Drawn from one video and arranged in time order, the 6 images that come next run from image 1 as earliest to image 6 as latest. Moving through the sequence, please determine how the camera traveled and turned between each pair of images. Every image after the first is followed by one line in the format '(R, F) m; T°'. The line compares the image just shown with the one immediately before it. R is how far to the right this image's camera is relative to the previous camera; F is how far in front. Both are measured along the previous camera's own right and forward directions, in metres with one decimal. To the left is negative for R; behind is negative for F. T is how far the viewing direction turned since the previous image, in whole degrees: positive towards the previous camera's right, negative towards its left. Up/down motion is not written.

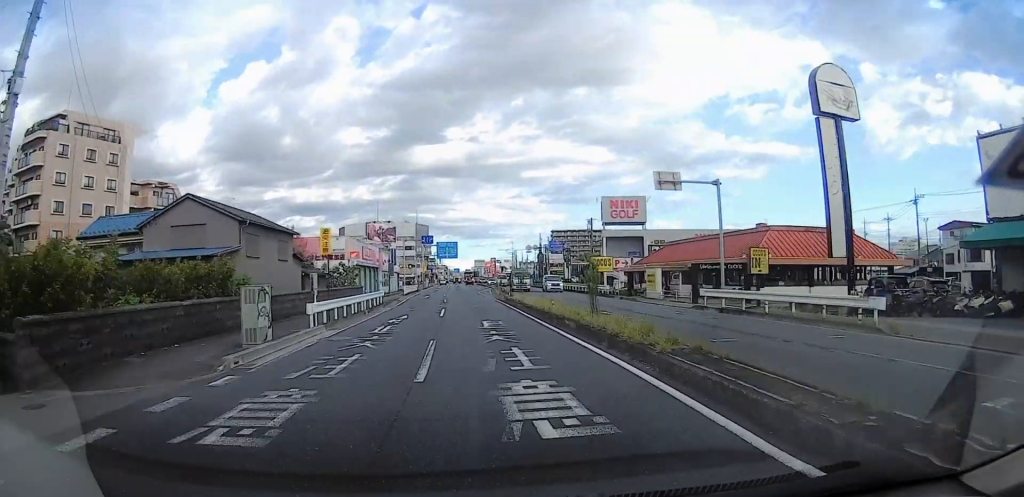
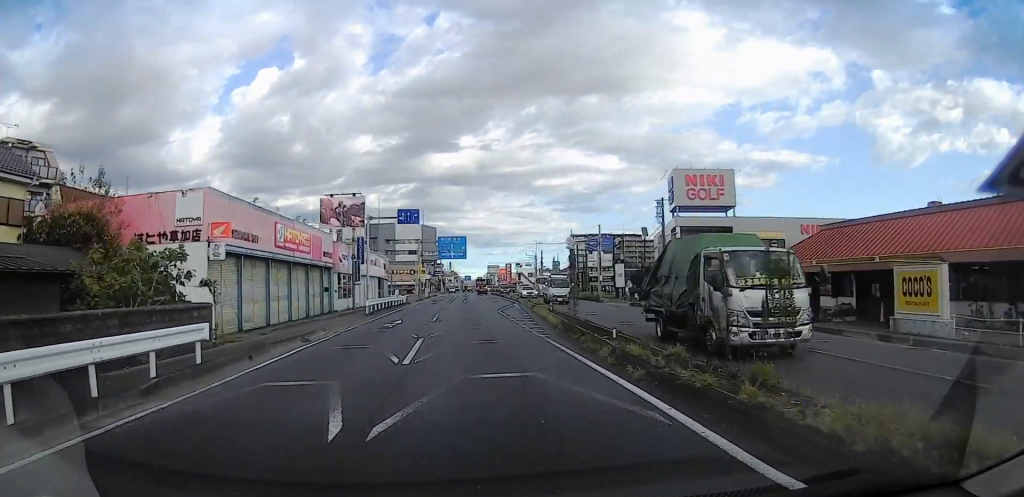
(0.0, +28.5) m; 0°
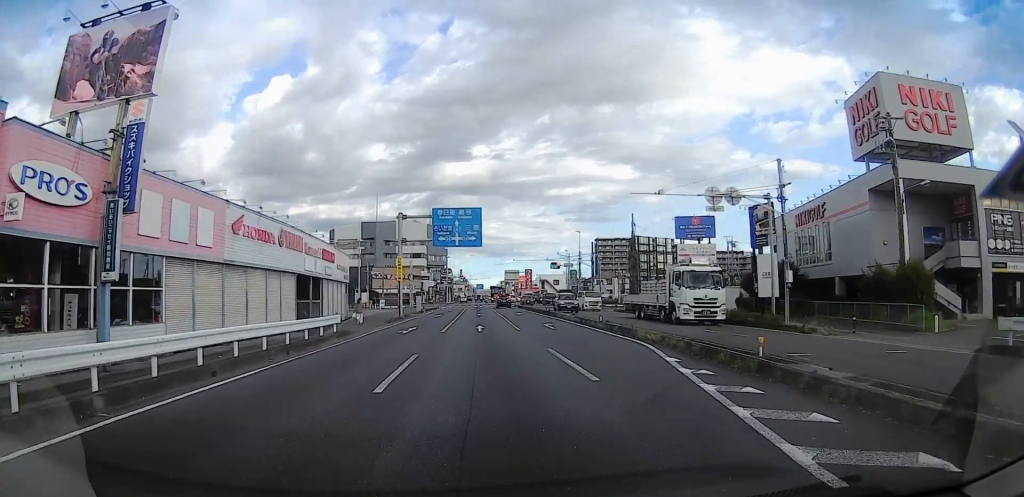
(0.0, +34.0) m; 0°
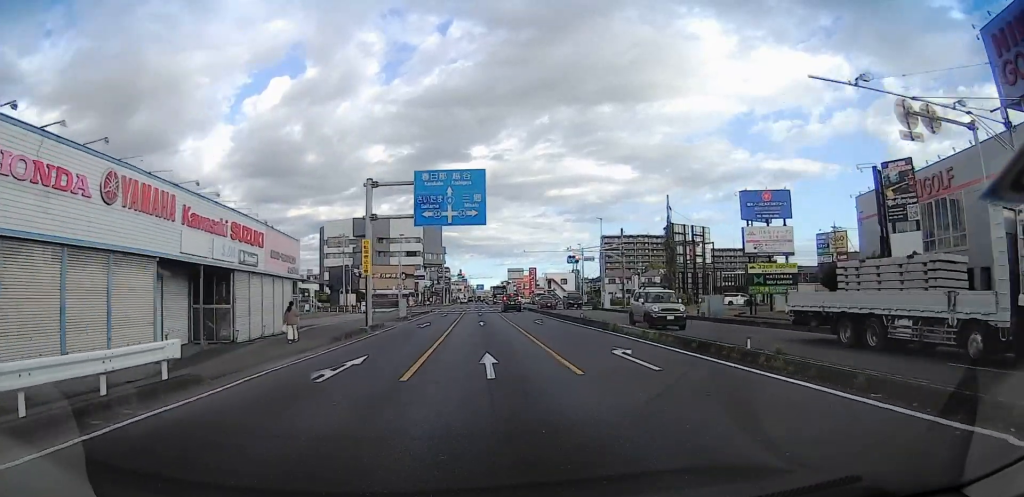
(0.0, +14.5) m; 0°
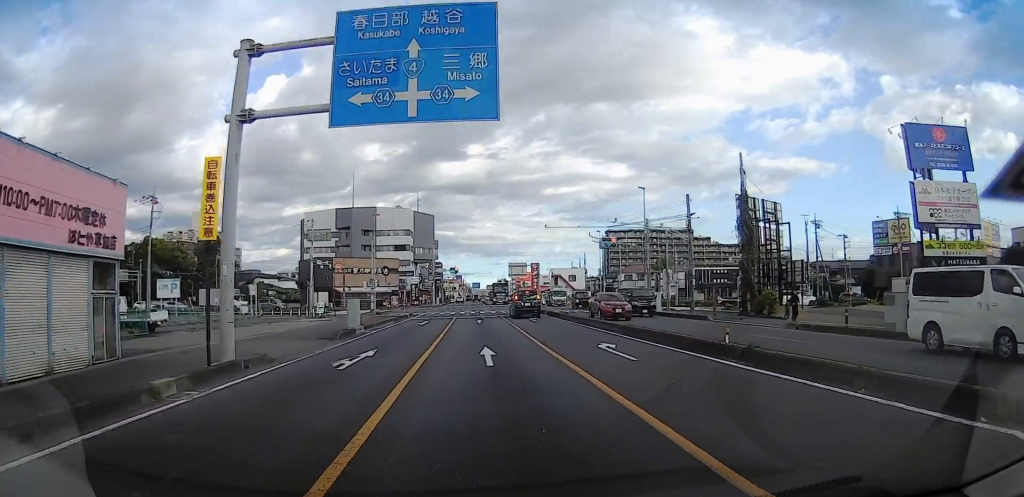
(0.0, +19.0) m; 0°
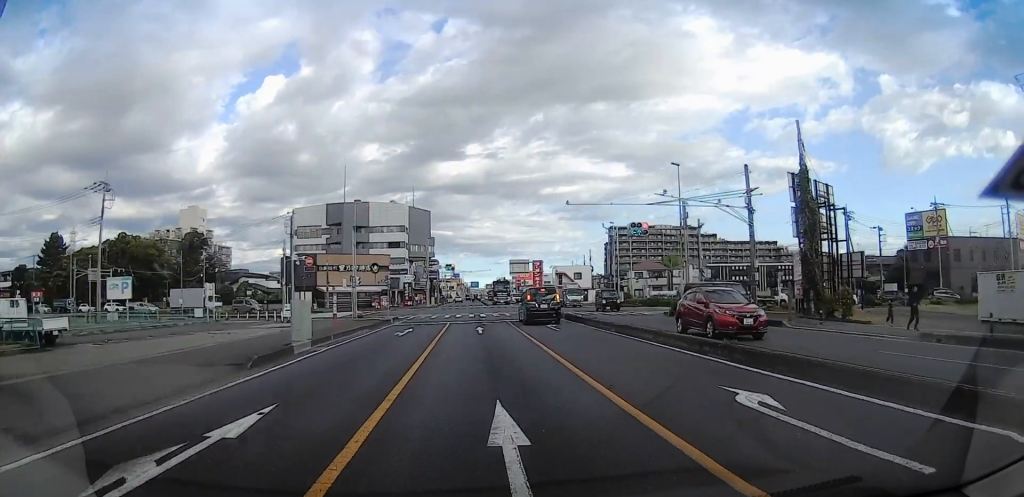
(0.0, +9.5) m; 0°
